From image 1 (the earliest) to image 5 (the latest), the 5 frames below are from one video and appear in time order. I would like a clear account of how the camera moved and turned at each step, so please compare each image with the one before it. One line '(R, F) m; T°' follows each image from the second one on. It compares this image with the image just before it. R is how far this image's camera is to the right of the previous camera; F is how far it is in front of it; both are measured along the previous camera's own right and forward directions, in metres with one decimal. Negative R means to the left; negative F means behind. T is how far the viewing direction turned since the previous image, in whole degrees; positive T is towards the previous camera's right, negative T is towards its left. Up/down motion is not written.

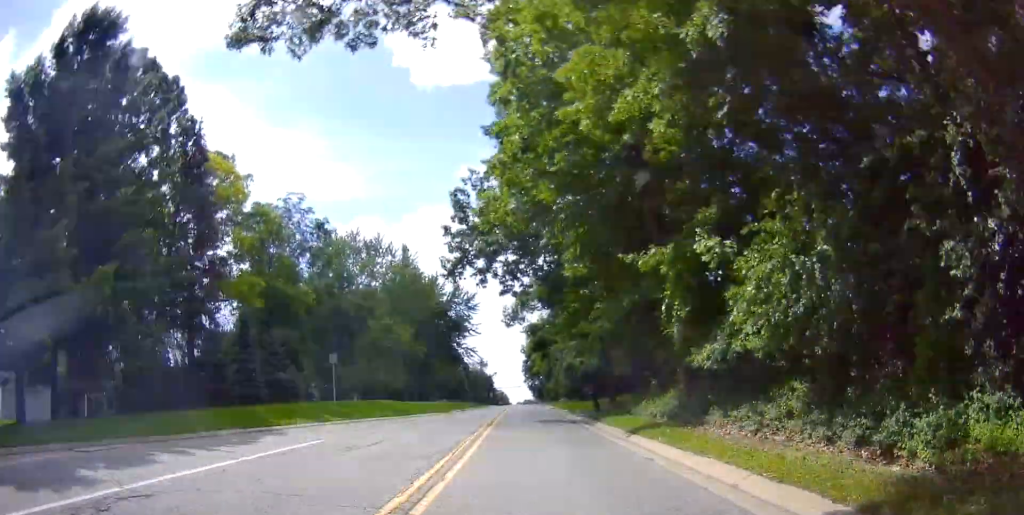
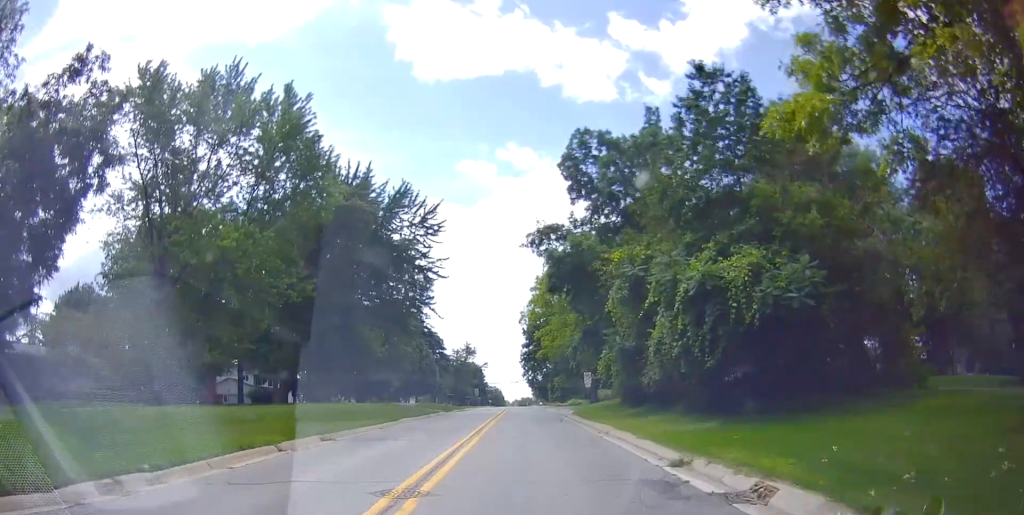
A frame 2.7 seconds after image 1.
(+0.2, +37.6) m; -2°
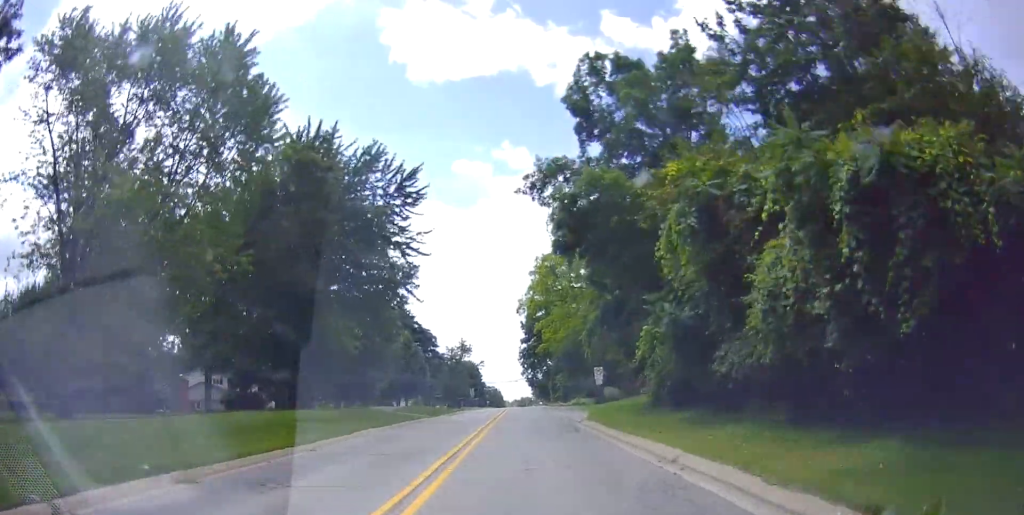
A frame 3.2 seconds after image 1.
(-0.2, +7.5) m; -1°
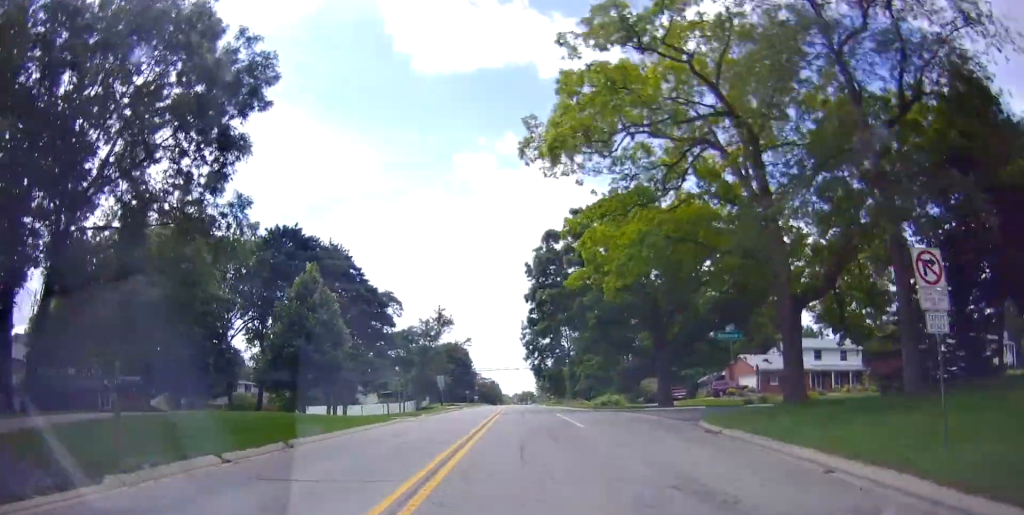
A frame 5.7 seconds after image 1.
(-0.4, +34.9) m; -1°
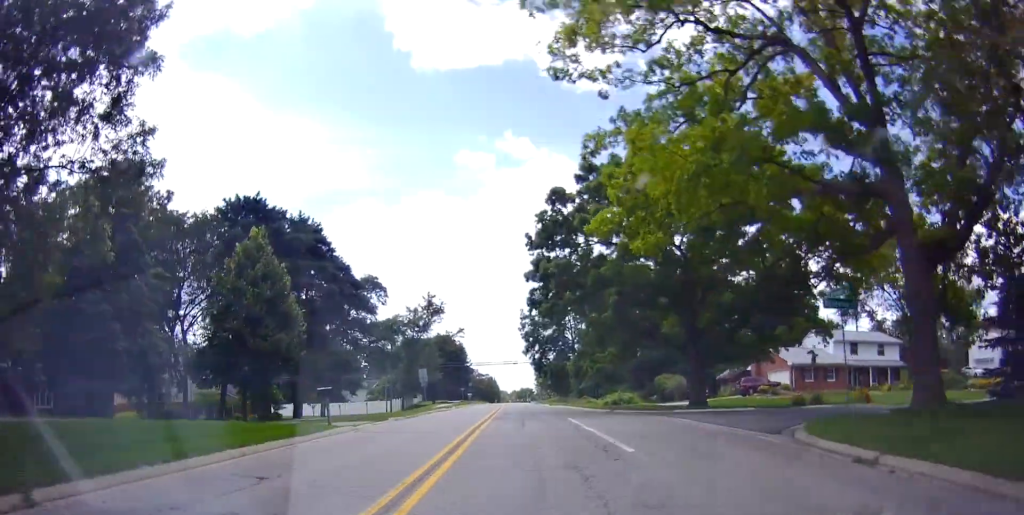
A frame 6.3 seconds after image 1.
(0.0, +8.8) m; 0°
